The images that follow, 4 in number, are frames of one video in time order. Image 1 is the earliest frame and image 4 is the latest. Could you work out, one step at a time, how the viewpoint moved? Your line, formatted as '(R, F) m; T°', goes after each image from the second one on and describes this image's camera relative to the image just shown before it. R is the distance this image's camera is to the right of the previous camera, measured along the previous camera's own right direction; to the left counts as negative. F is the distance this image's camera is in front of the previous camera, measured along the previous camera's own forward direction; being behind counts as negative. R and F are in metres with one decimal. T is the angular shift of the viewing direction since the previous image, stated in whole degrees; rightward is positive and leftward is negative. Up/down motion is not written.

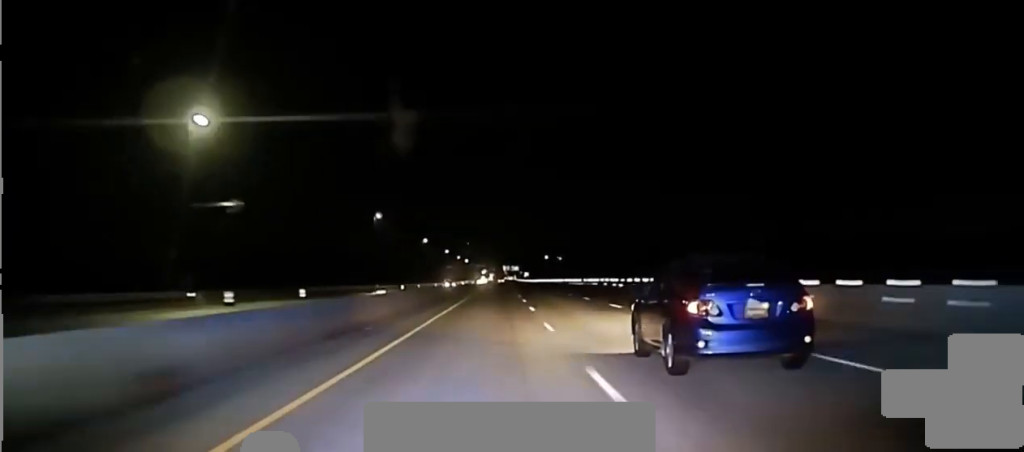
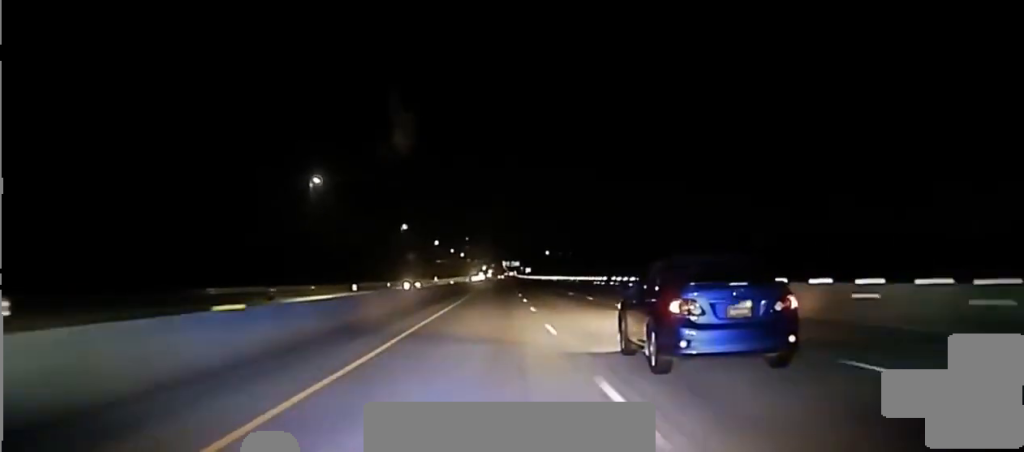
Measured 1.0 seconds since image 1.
(-0.3, +50.3) m; 0°
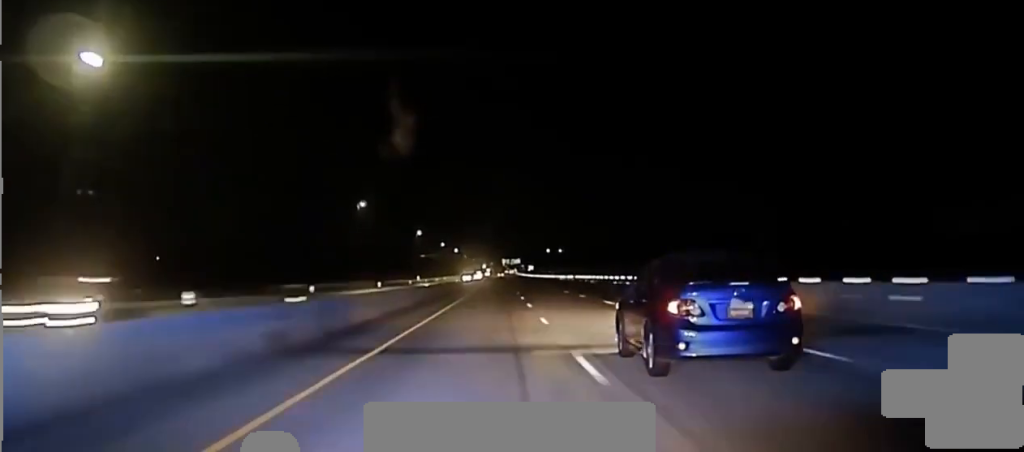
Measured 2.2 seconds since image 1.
(+0.2, +54.6) m; 0°
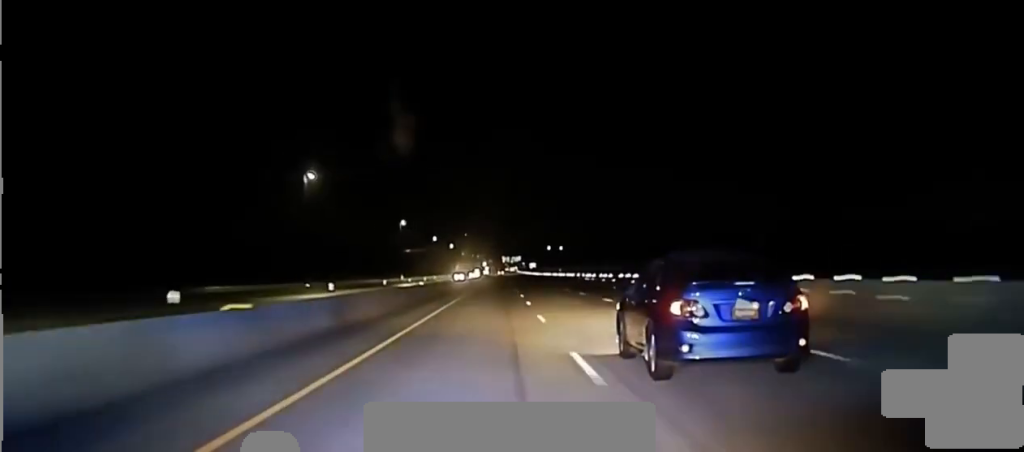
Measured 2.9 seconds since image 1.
(-0.1, +33.6) m; 0°
